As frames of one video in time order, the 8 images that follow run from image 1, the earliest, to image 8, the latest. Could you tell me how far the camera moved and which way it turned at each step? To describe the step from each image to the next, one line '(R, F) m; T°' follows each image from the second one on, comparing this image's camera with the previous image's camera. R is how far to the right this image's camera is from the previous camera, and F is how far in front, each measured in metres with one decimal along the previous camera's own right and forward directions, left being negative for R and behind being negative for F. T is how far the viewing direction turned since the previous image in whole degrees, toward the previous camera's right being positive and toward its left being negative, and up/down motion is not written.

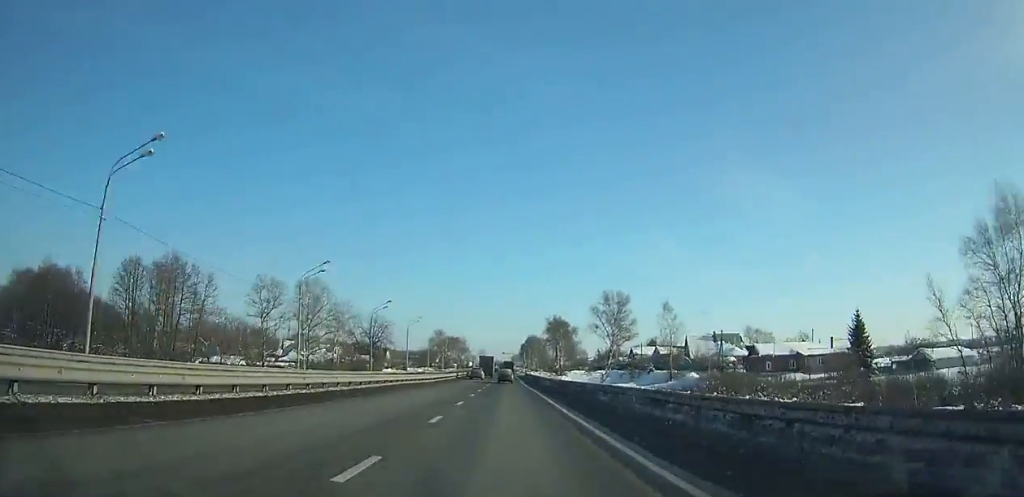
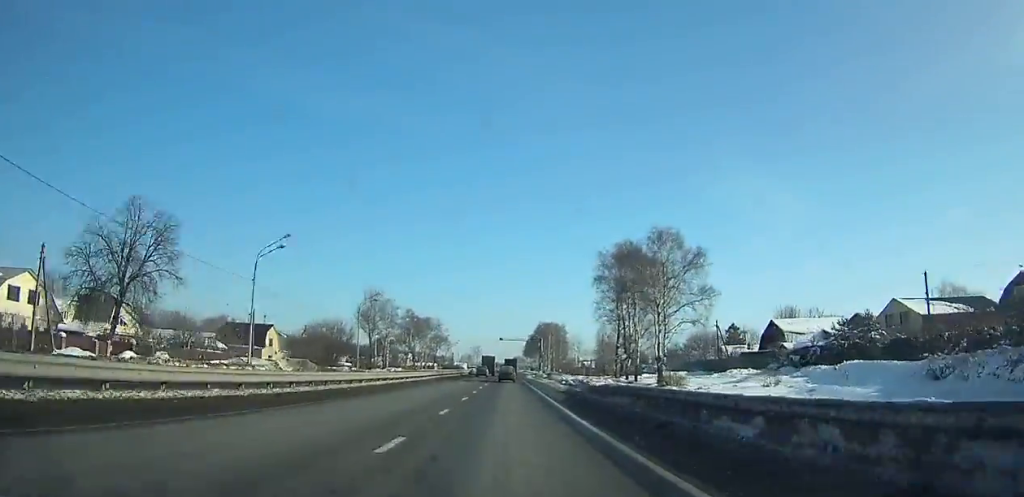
(+0.2, +110.9) m; 0°
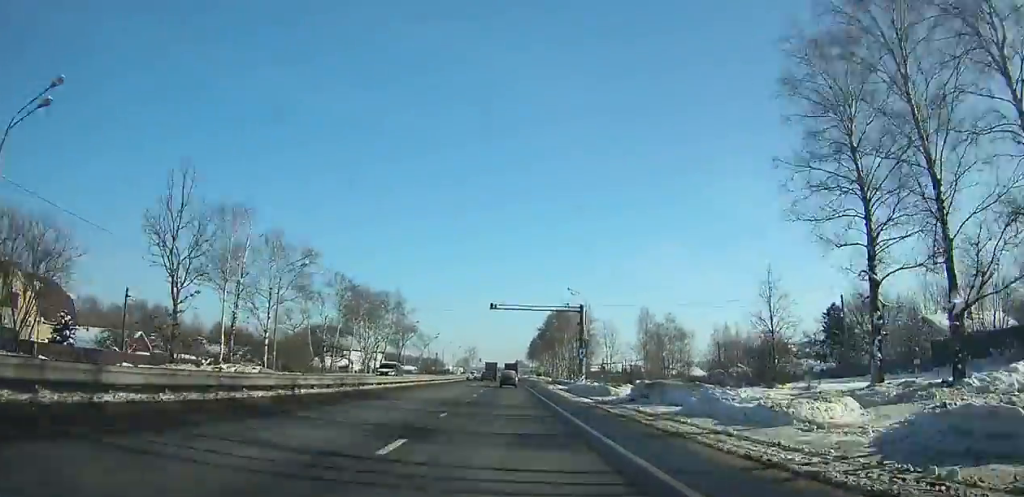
(-0.1, +68.1) m; 0°
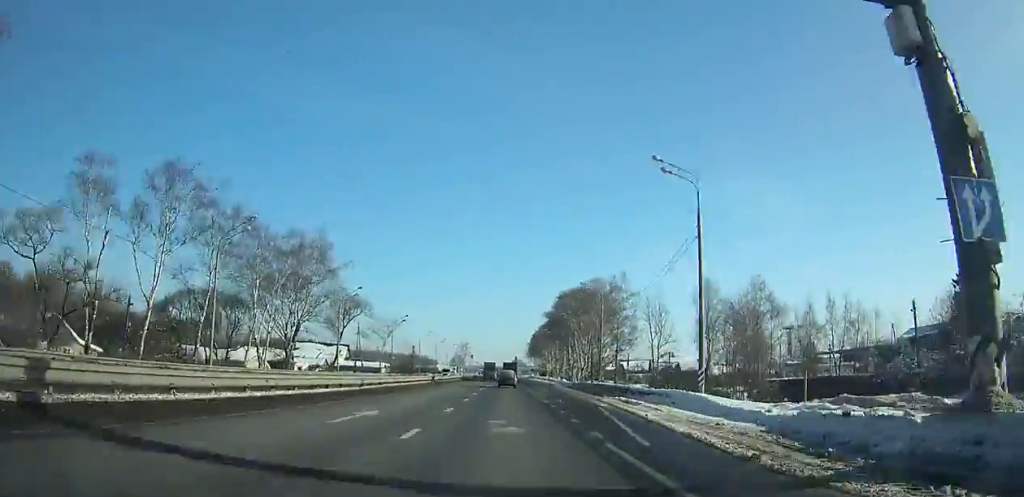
(0.0, +48.8) m; 0°
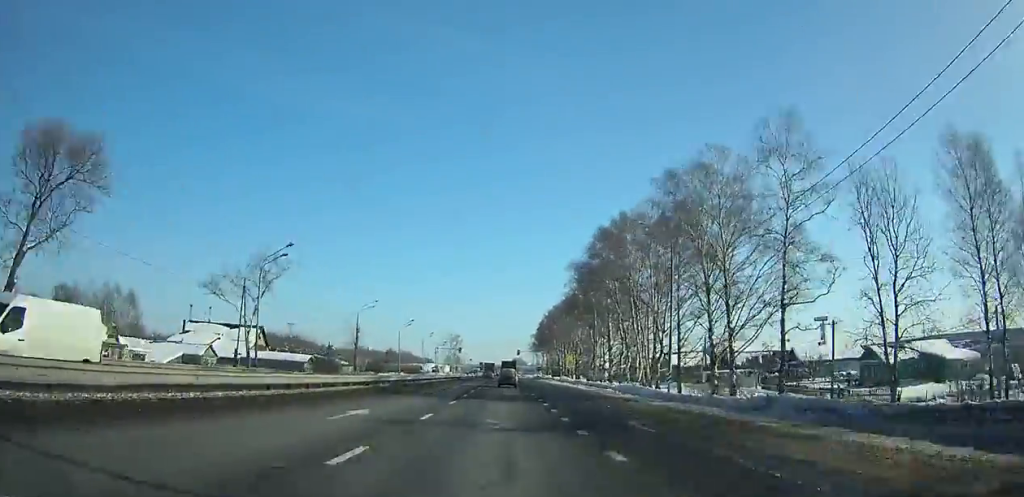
(0.0, +63.9) m; 0°
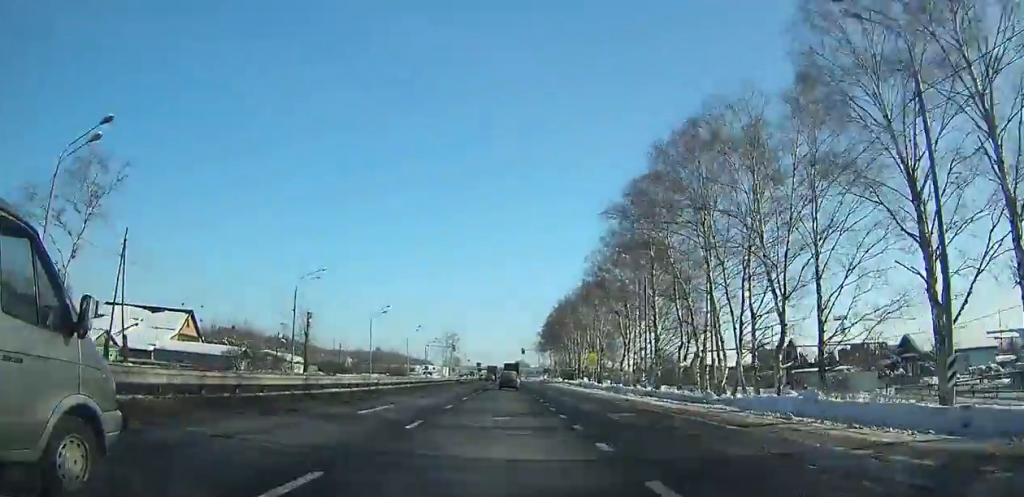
(0.0, +28.0) m; 0°
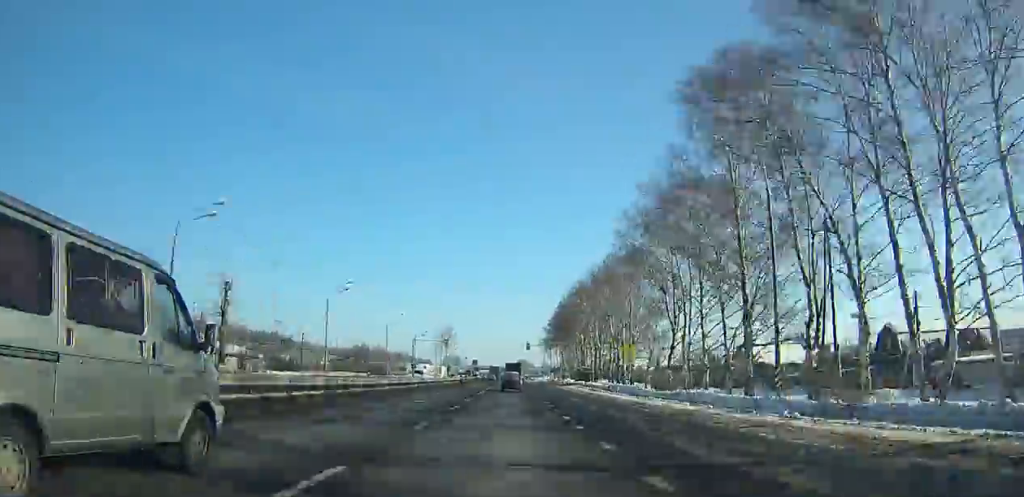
(0.0, +23.4) m; 0°
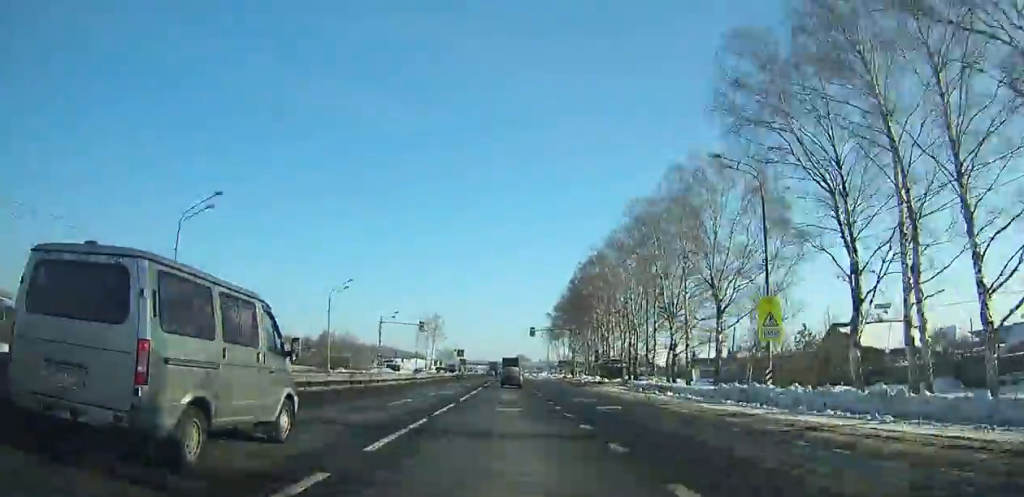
(0.0, +33.0) m; 0°
